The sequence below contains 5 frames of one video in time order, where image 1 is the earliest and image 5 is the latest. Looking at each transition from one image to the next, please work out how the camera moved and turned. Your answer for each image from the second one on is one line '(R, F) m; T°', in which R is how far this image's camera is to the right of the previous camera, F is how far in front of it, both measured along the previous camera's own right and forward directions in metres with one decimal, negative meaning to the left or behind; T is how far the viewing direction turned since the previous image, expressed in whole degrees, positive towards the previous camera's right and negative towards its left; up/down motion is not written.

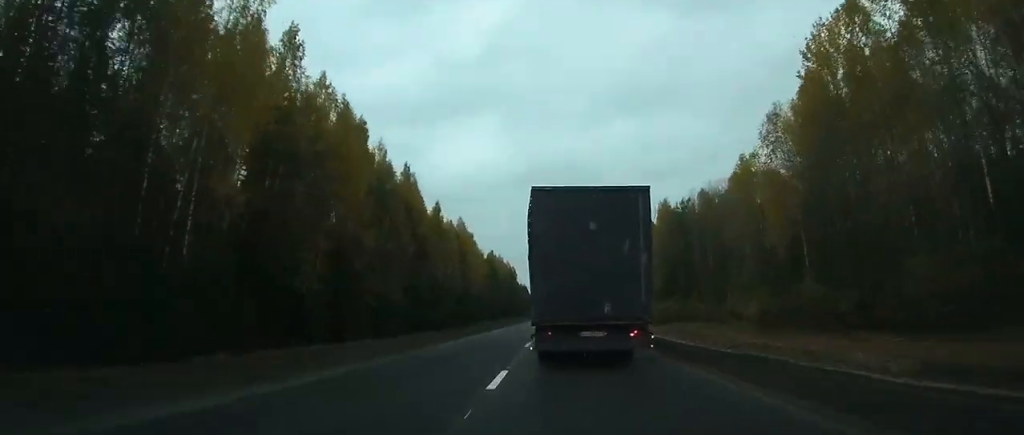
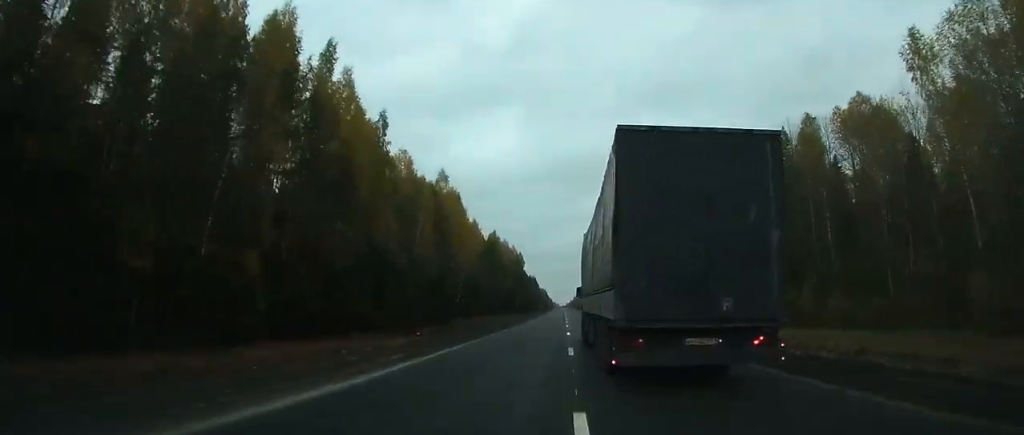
(-0.3, +42.9) m; 0°
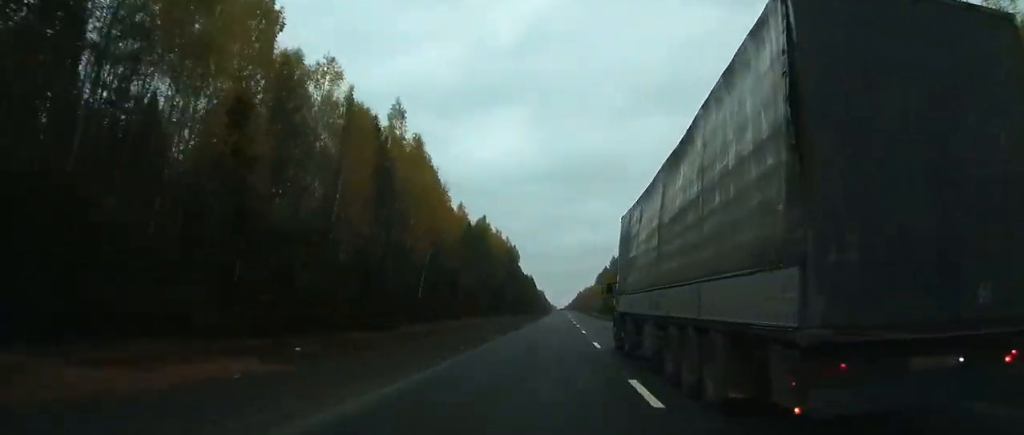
(0.0, +34.1) m; 0°
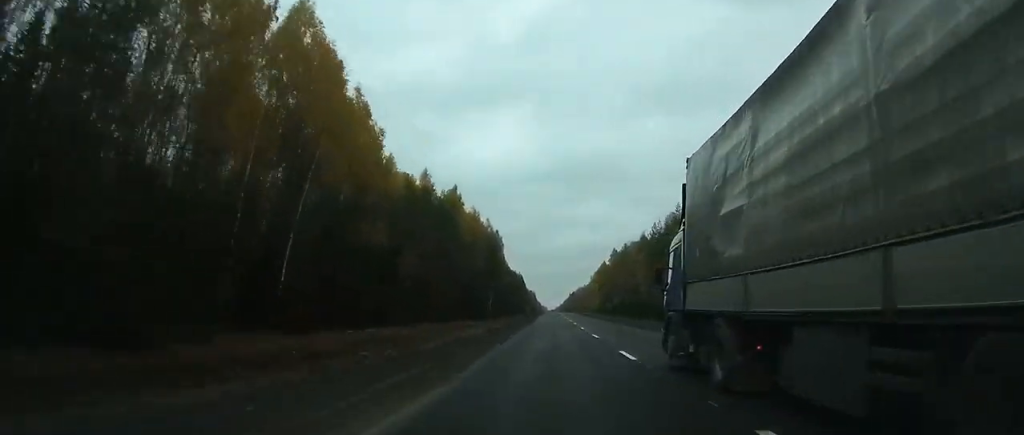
(+0.2, +42.0) m; 0°
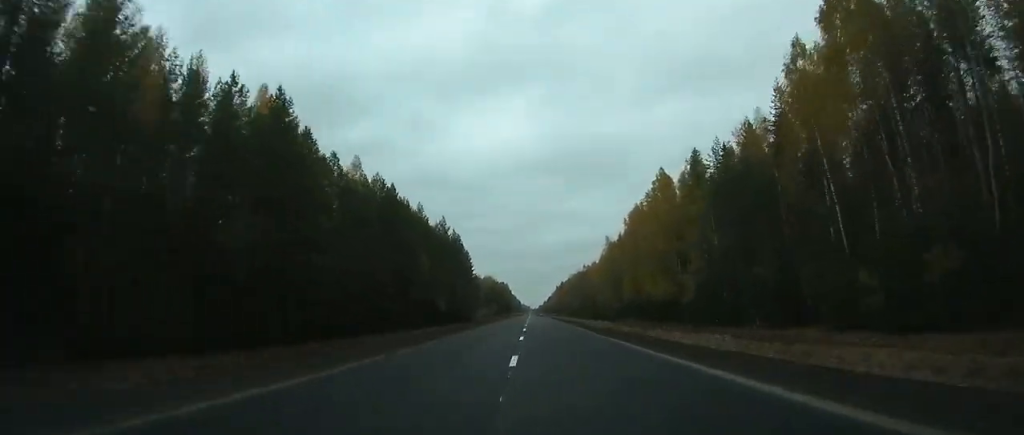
(+3.0, +204.7) m; +2°
